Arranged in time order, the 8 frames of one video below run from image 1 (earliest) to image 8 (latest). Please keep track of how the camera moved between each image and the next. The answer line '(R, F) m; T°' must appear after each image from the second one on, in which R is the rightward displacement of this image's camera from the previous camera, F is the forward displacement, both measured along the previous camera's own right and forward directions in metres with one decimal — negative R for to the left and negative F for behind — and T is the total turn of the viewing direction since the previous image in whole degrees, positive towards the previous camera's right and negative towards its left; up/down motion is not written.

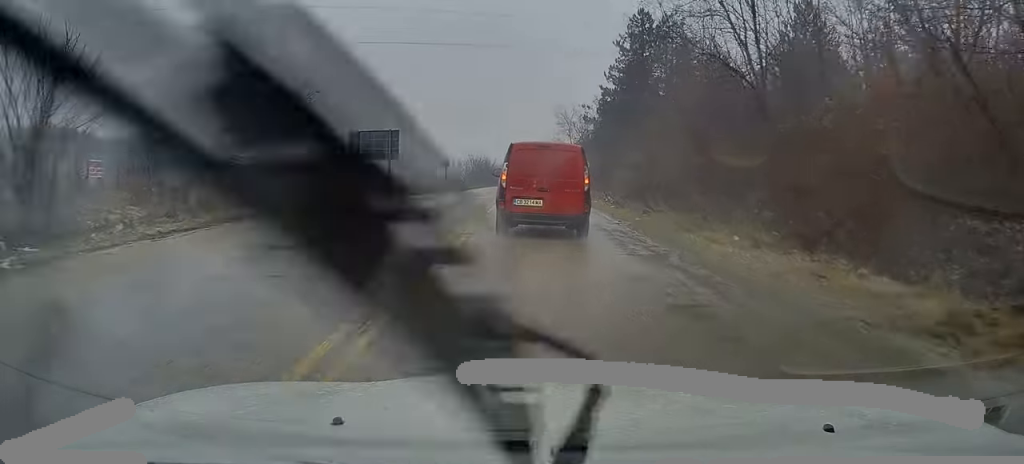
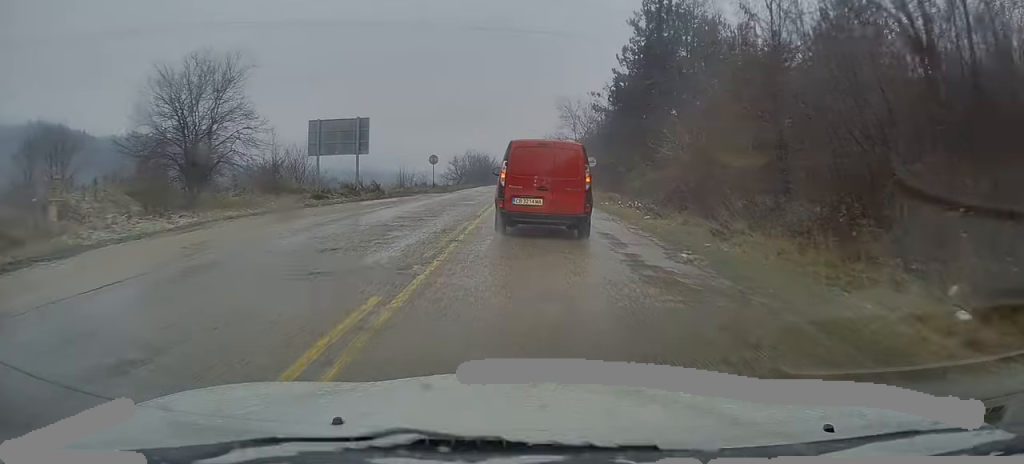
(0.0, +7.8) m; -1°
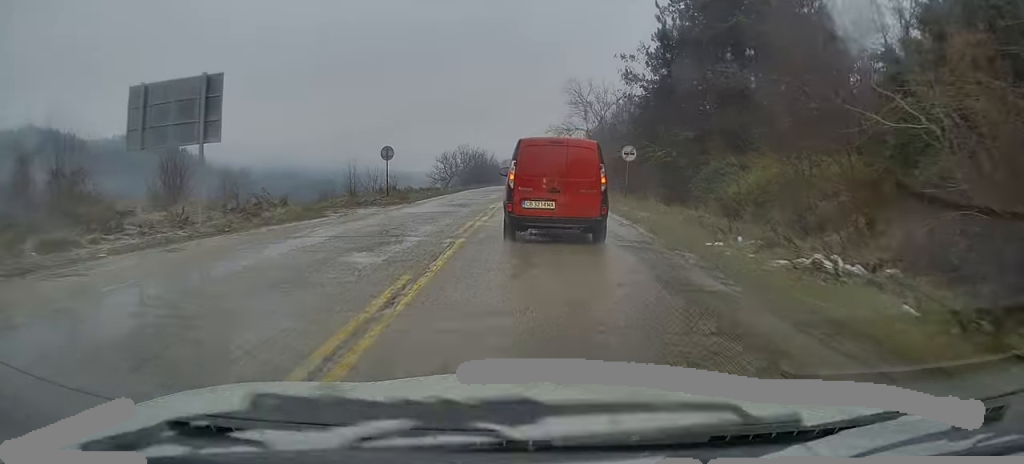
(-0.1, +16.0) m; 0°
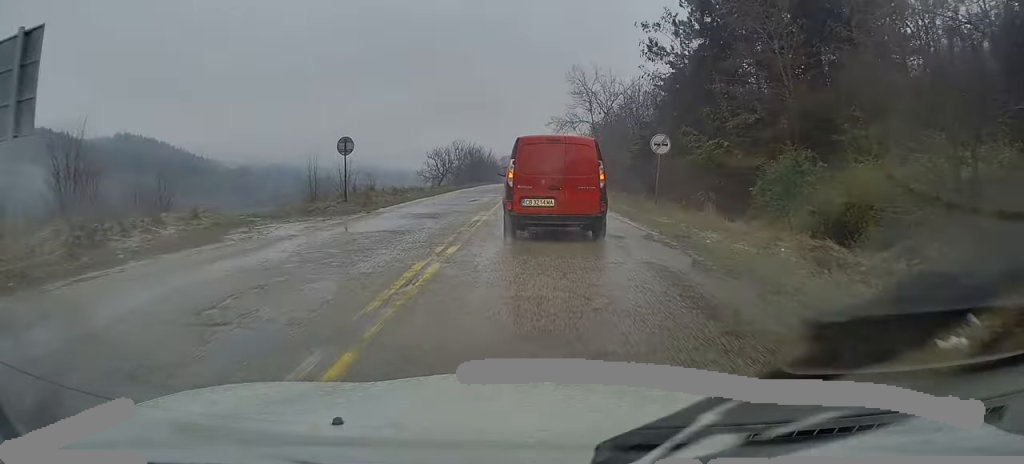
(0.0, +7.2) m; 0°
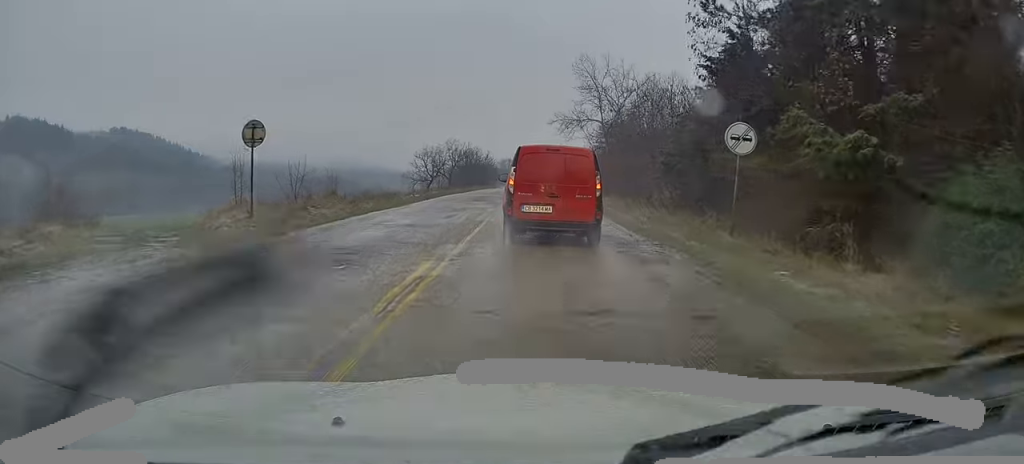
(-0.1, +8.5) m; 0°
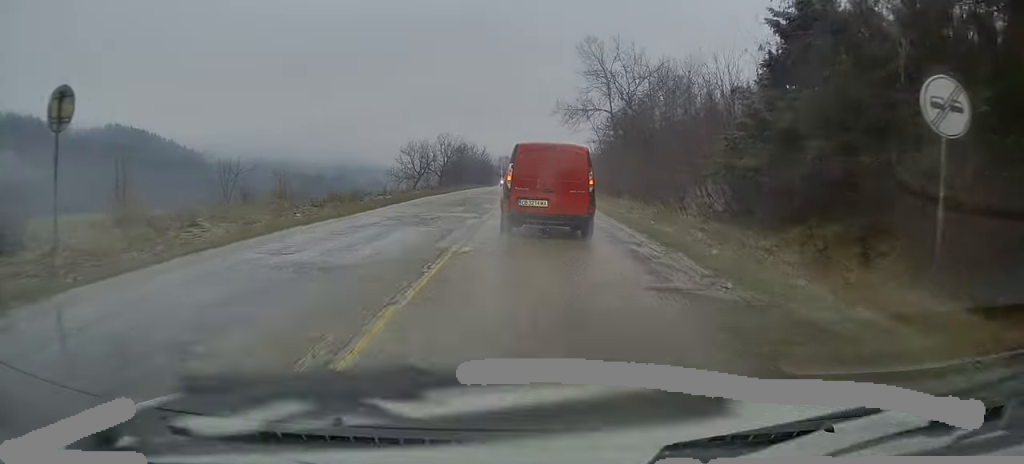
(+0.1, +7.5) m; +1°
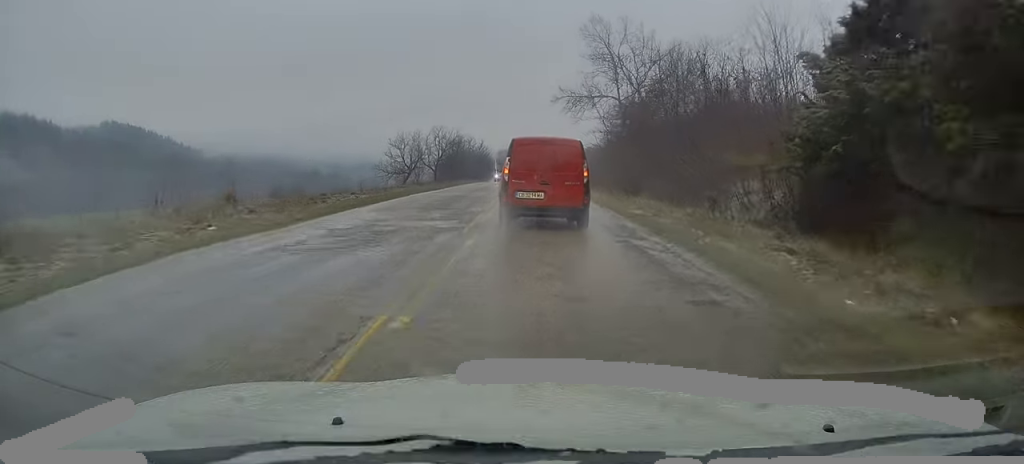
(0.0, +5.0) m; 0°
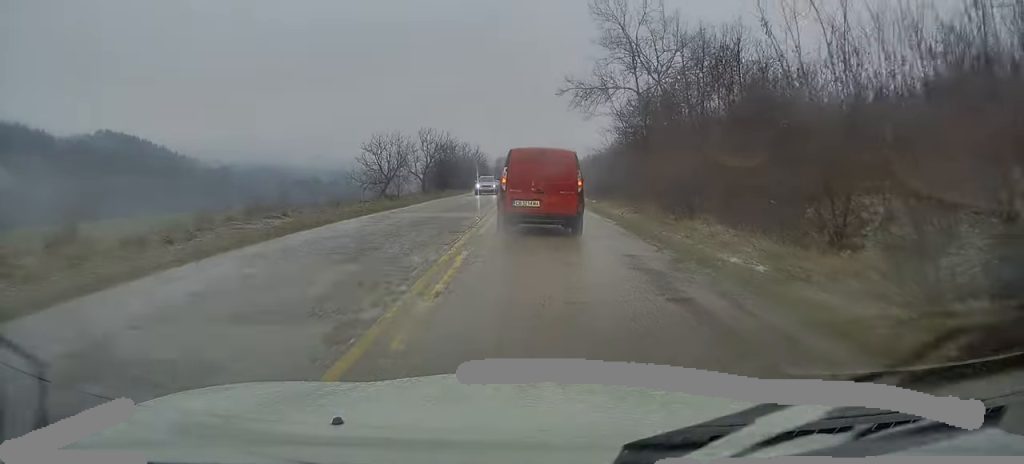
(0.0, +9.1) m; 0°
